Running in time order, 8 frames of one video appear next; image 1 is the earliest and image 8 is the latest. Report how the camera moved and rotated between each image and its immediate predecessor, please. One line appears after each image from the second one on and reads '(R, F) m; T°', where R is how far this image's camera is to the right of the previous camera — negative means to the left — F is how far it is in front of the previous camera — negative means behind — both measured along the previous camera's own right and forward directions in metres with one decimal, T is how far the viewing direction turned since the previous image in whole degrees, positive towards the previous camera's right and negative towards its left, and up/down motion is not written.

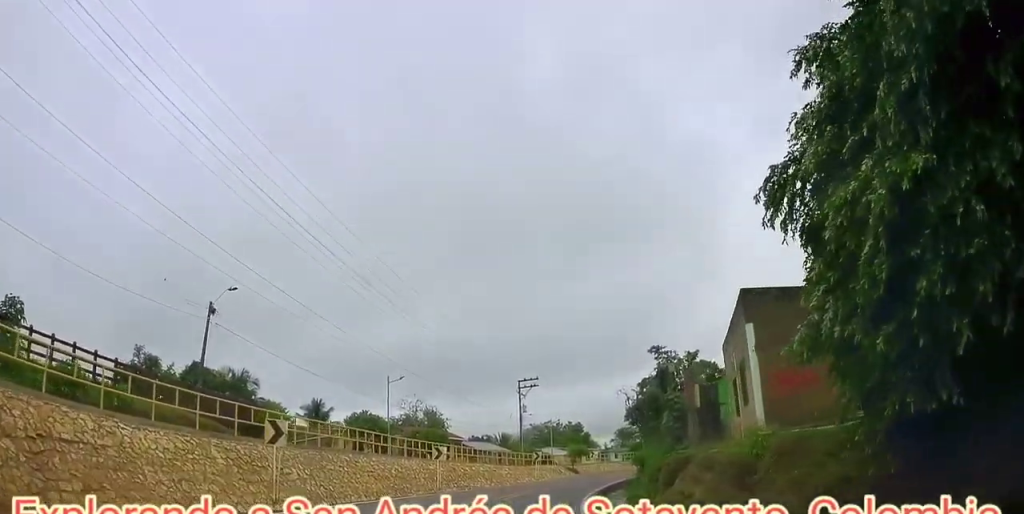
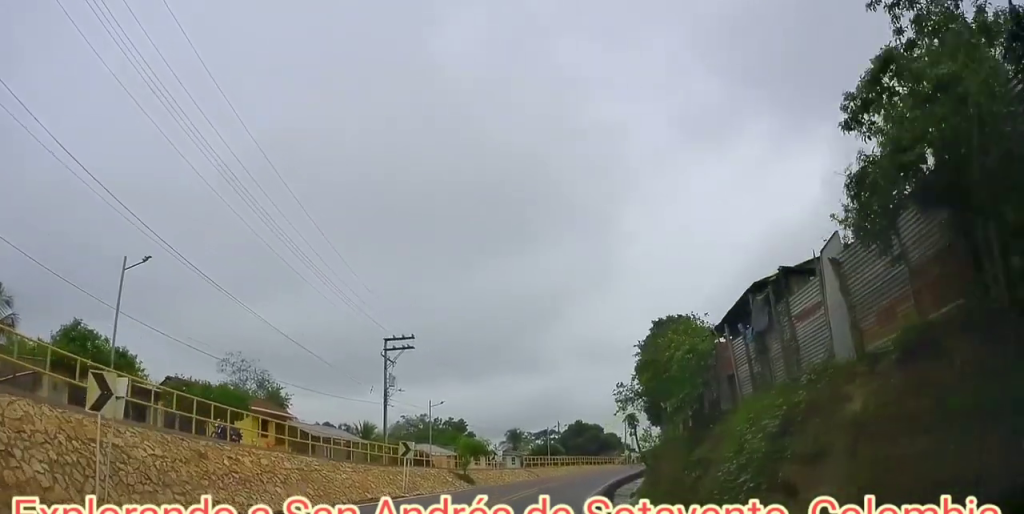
(+2.6, +24.2) m; +17°
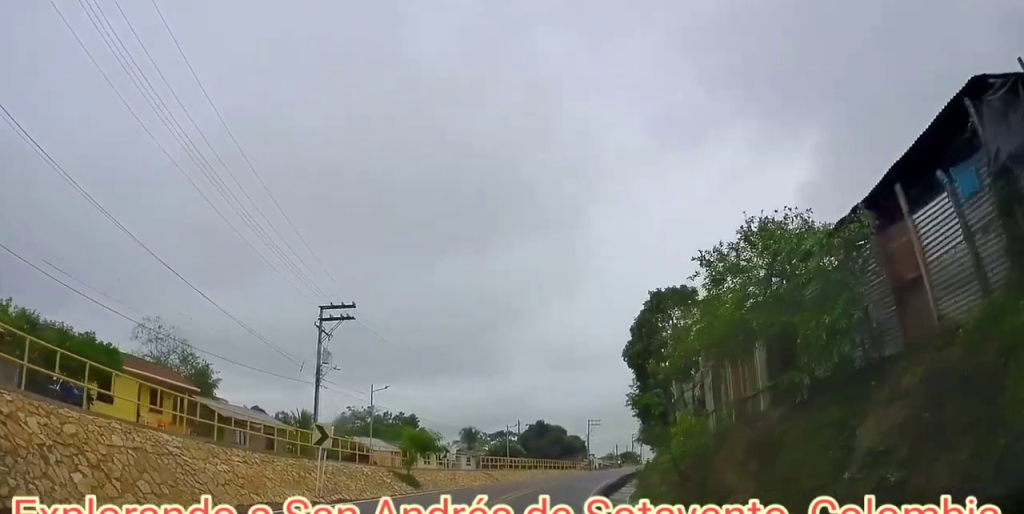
(+0.6, +8.0) m; +5°
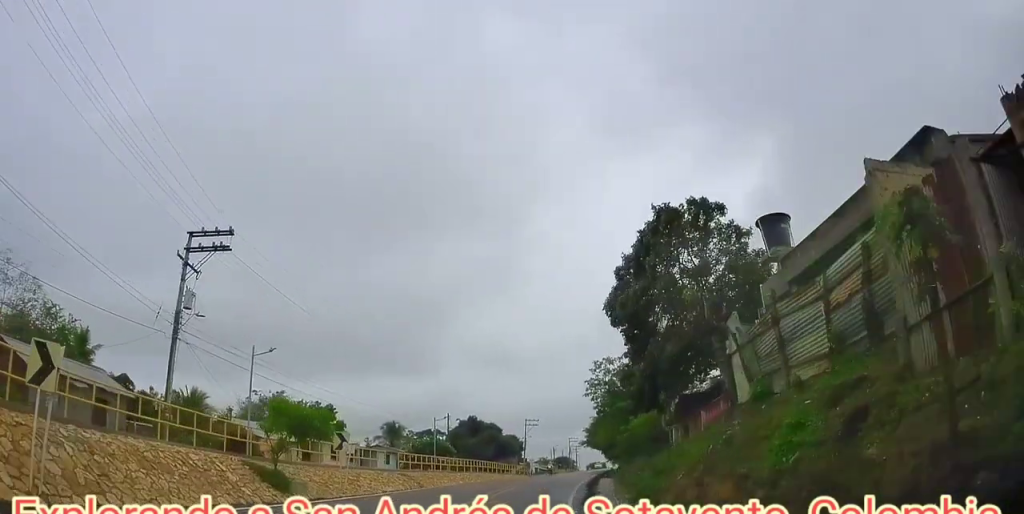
(+0.5, +10.6) m; +5°
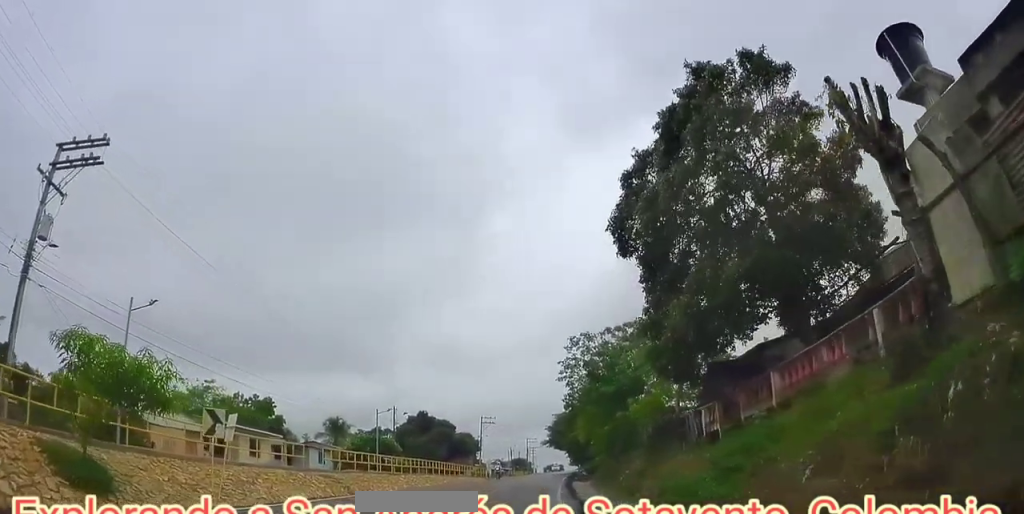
(+0.2, +7.9) m; +4°
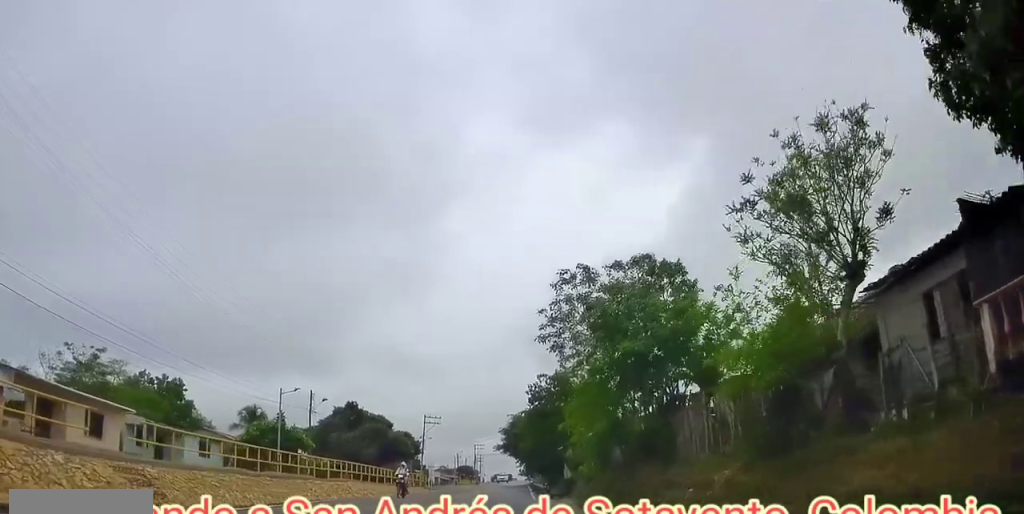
(+0.8, +12.4) m; +6°
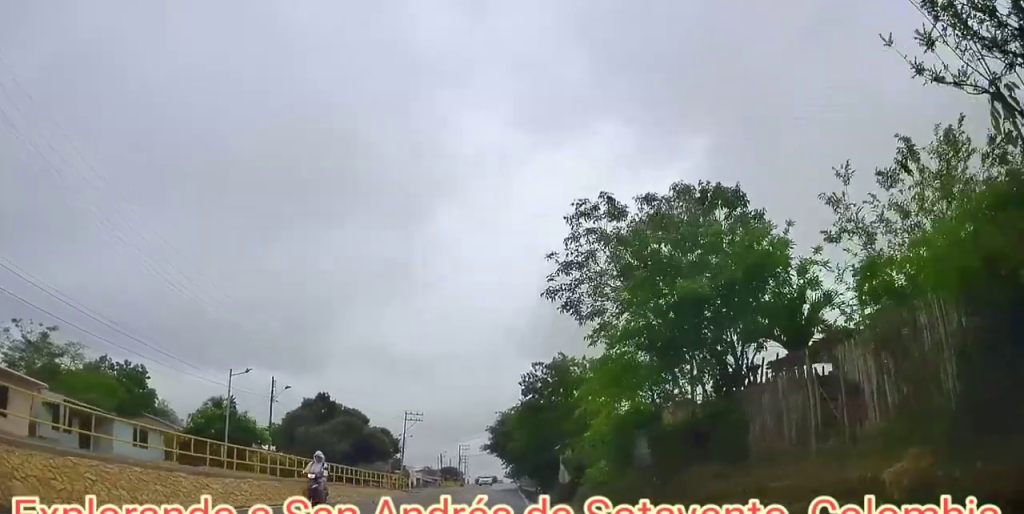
(+0.1, +5.9) m; +2°
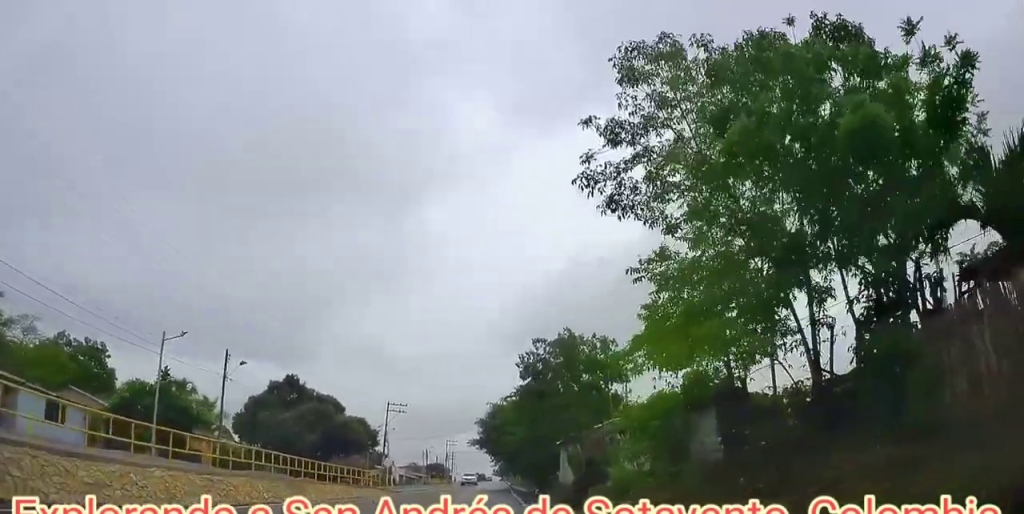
(+0.1, +6.5) m; +2°
